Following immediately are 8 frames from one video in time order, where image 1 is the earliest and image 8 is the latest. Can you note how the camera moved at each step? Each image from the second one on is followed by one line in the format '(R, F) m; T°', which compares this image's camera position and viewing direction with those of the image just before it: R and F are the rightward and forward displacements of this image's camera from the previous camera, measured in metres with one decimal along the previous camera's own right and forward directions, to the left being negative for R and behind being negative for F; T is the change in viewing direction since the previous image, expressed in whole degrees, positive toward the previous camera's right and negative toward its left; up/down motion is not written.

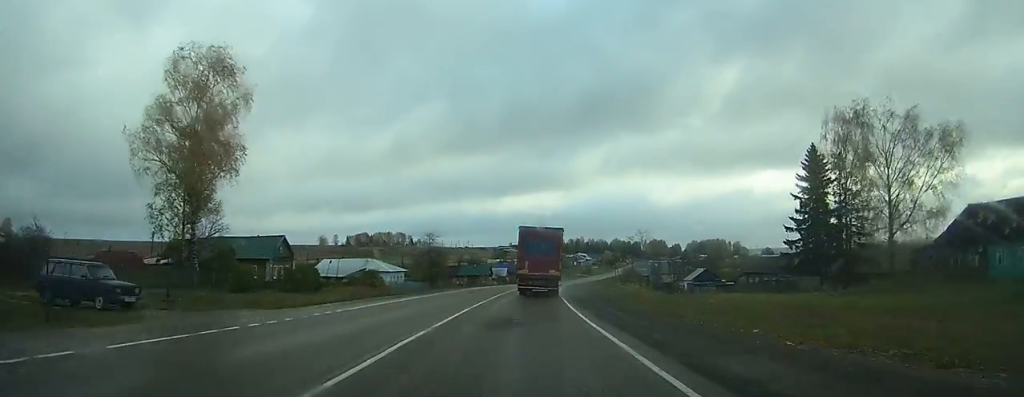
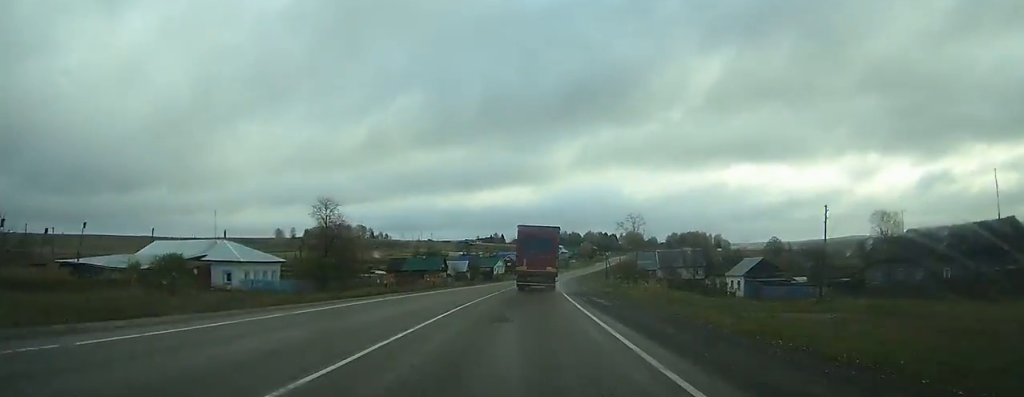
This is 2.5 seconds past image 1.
(+0.6, +46.4) m; +3°
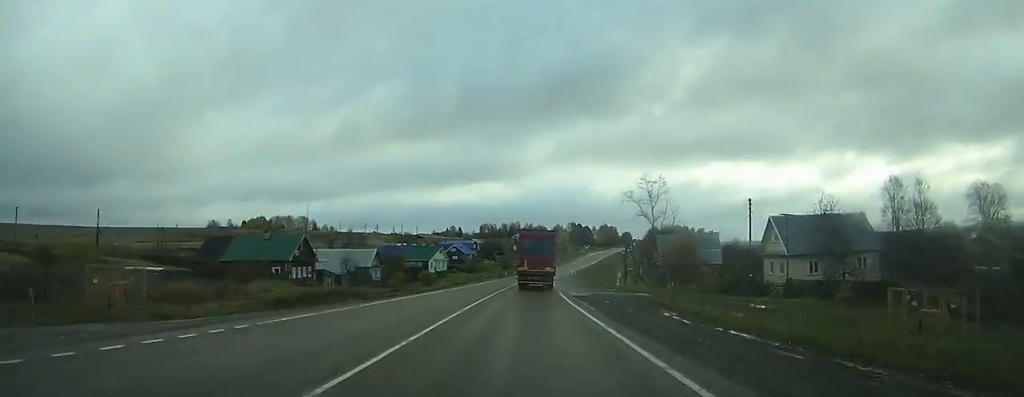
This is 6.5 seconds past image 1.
(+3.3, +77.5) m; +4°
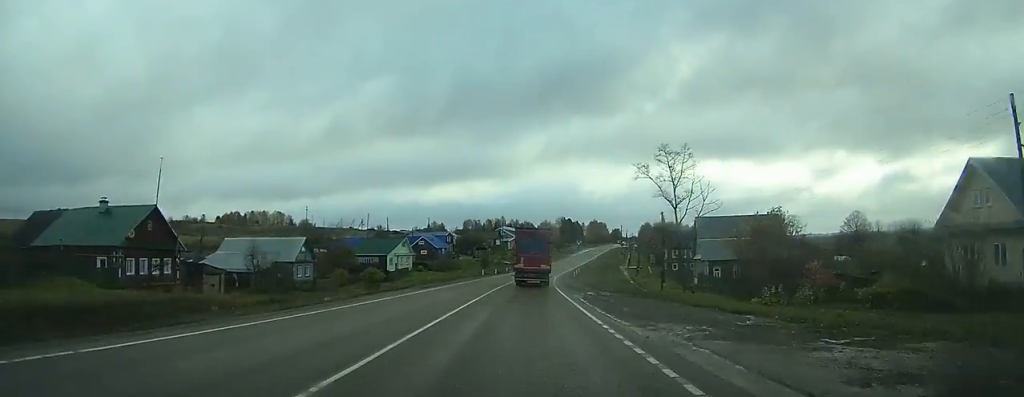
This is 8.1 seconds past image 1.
(+0.3, +29.7) m; +1°
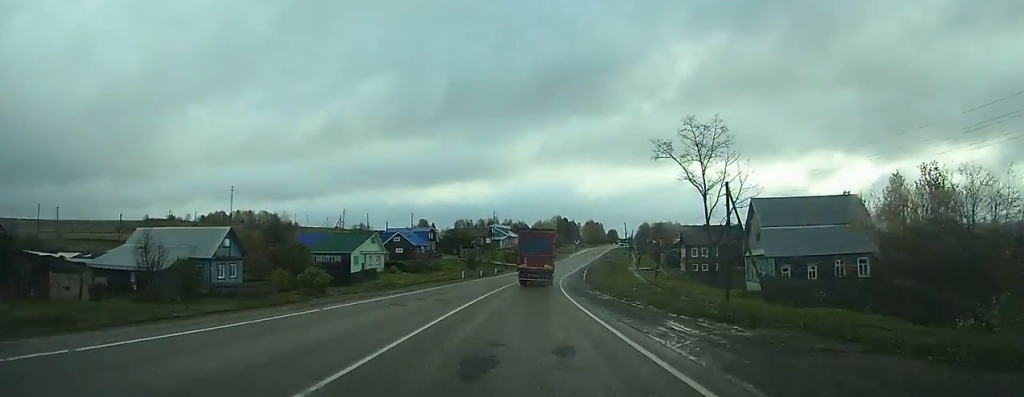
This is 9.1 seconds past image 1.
(+0.1, +19.4) m; +1°
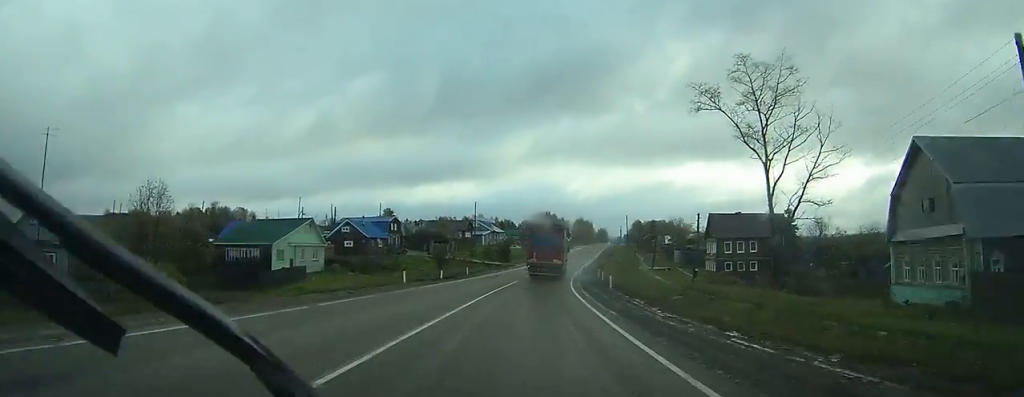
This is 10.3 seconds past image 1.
(+0.1, +24.6) m; +1°
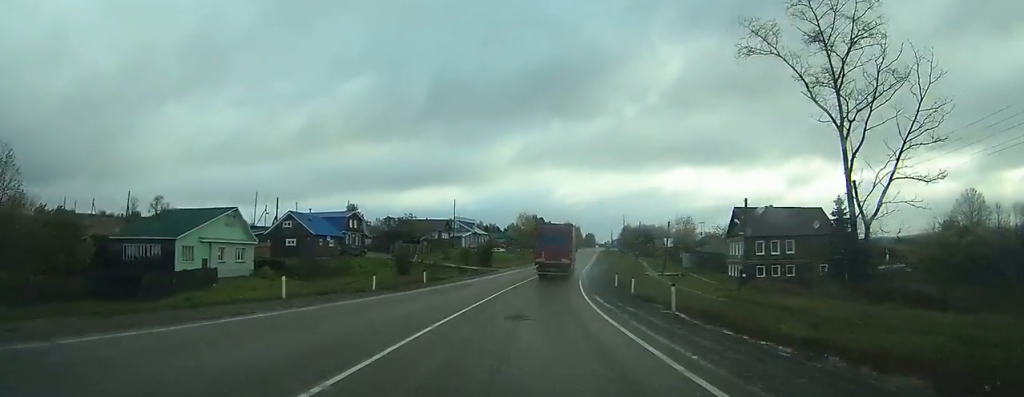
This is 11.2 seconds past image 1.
(+0.2, +16.8) m; +2°
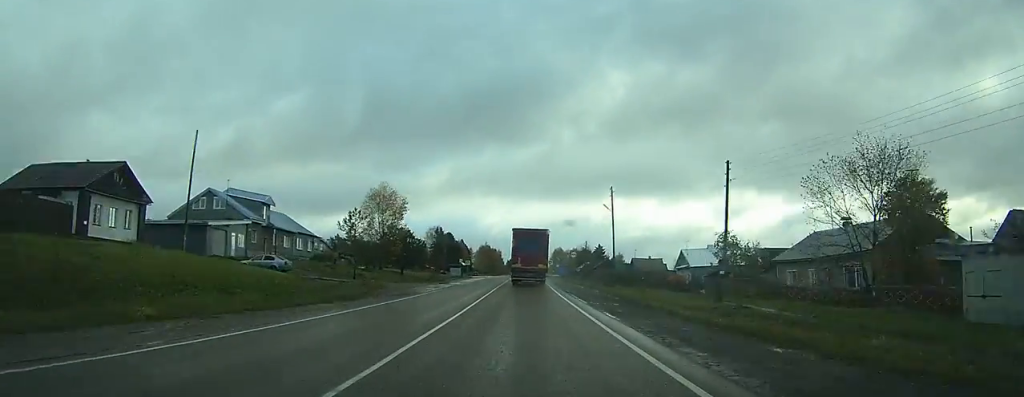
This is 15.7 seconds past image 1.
(+7.4, +85.7) m; +8°
